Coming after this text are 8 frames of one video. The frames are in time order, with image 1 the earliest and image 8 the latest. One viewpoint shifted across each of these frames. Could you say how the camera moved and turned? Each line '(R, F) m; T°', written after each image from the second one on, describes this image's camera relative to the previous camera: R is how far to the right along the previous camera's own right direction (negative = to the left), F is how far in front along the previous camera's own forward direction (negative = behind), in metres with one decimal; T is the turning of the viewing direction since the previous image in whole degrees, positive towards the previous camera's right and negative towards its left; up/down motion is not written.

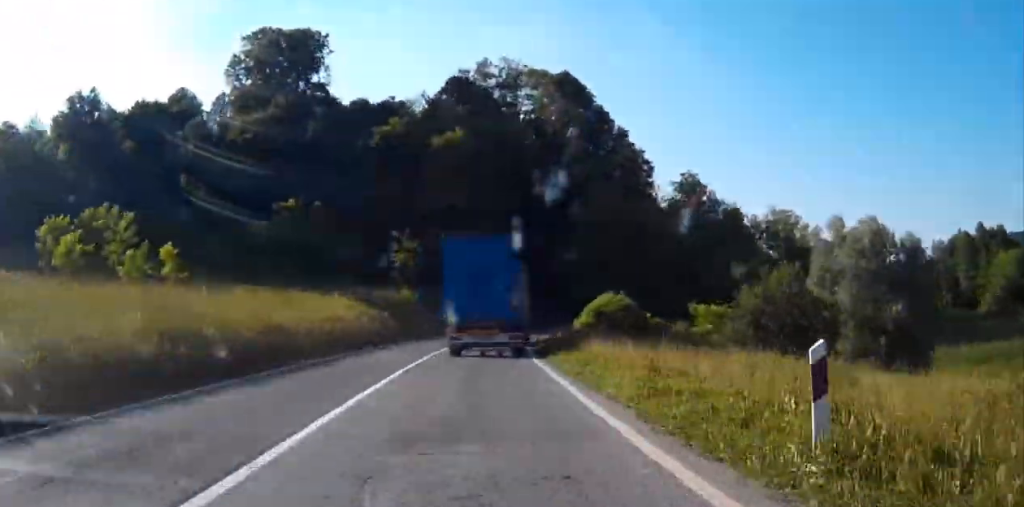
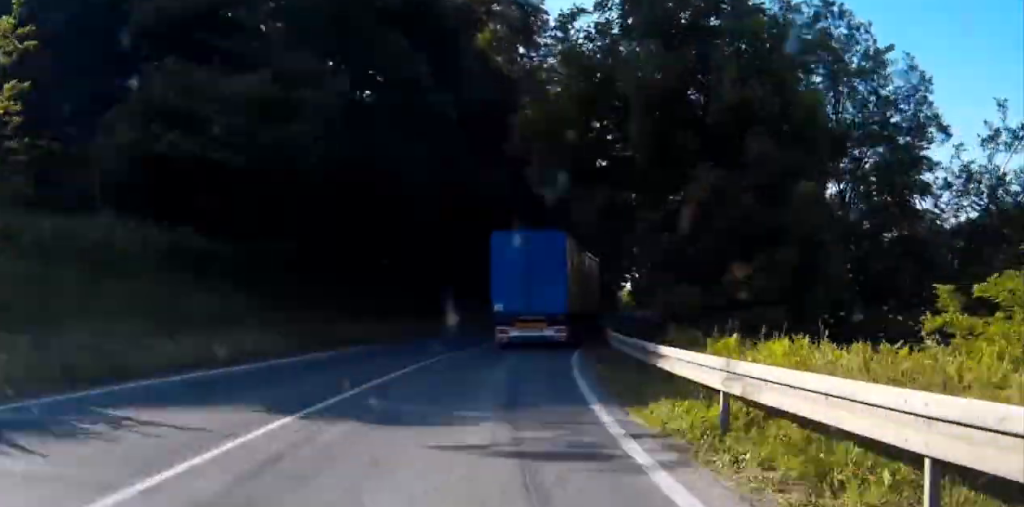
(+15.7, +51.3) m; +20°
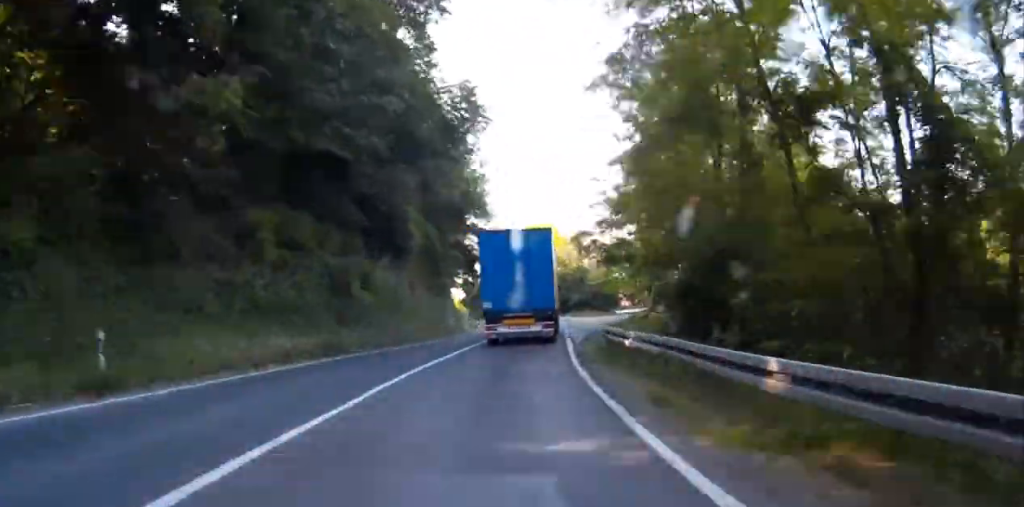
(+2.1, +48.3) m; +3°
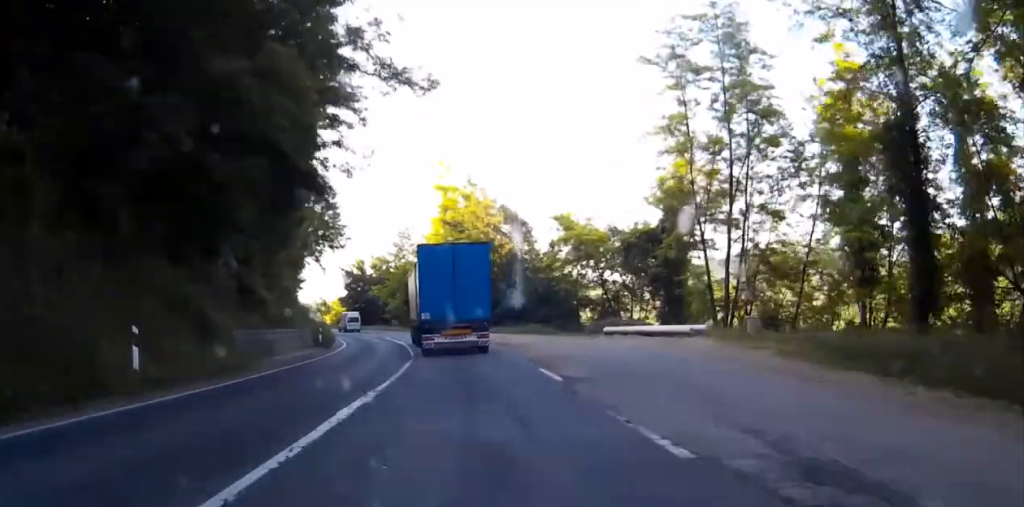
(+1.7, +54.2) m; -7°
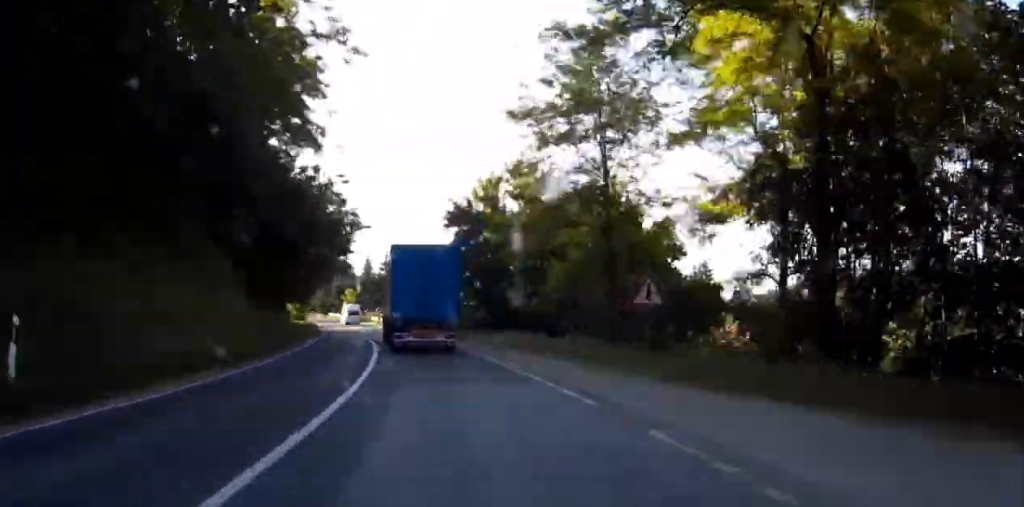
(-11.6, +75.2) m; -1°
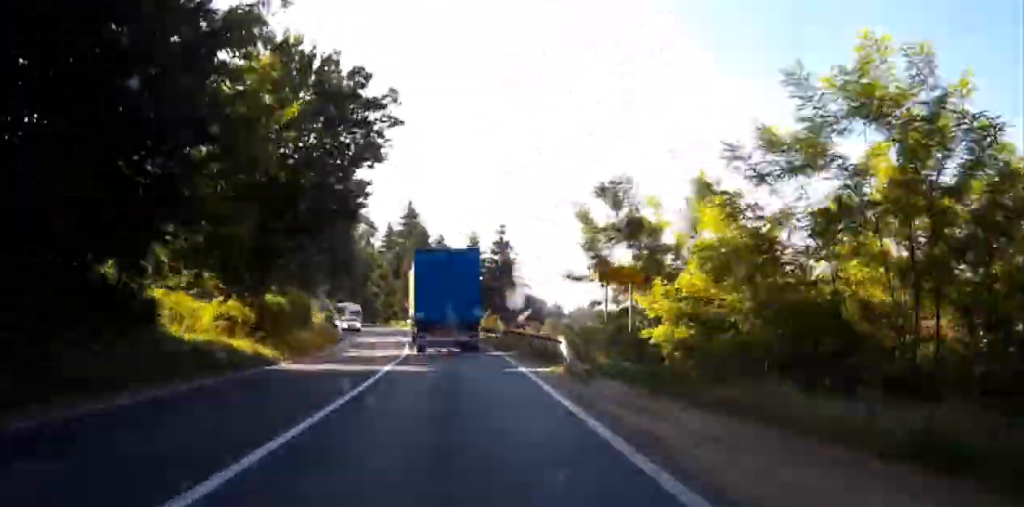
(+12.1, +50.5) m; 0°
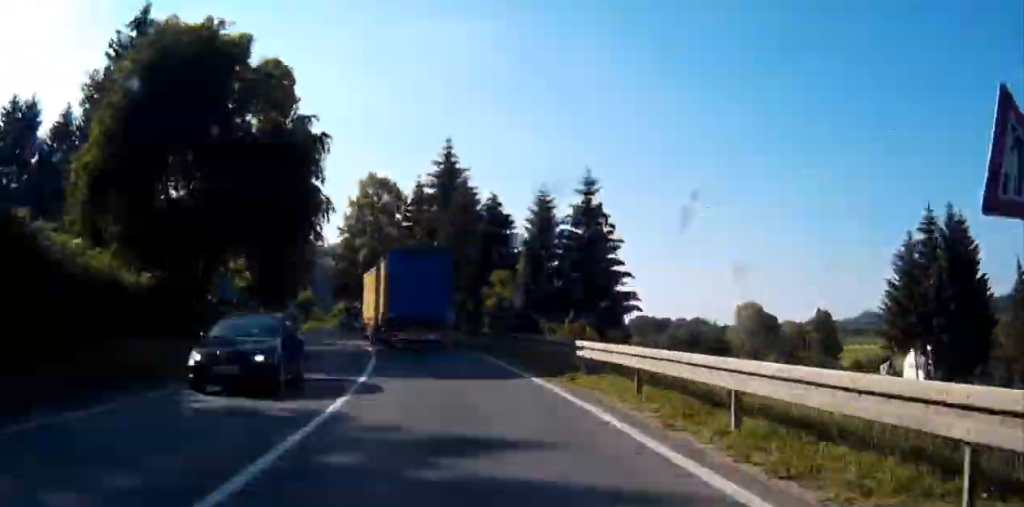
(-8.0, +32.7) m; -14°
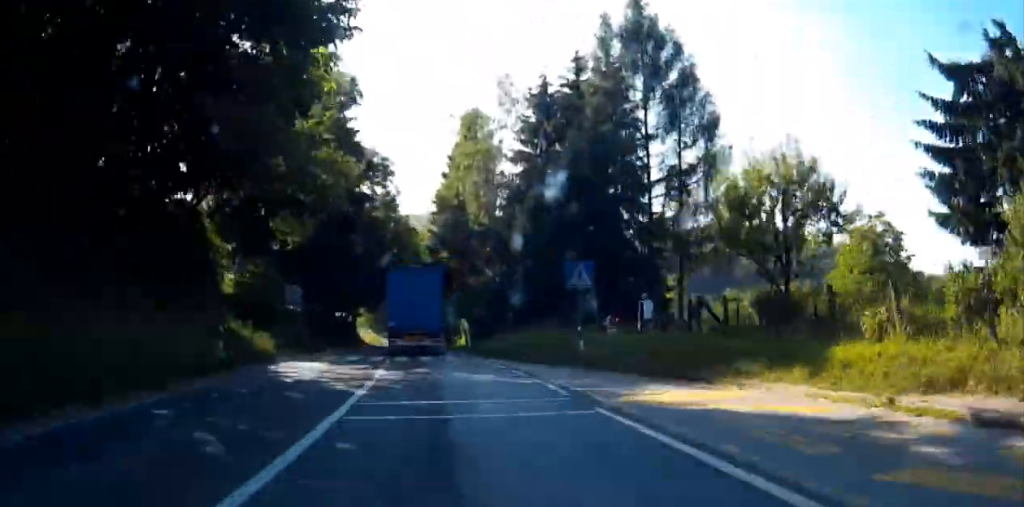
(-29.5, +85.4) m; -31°
